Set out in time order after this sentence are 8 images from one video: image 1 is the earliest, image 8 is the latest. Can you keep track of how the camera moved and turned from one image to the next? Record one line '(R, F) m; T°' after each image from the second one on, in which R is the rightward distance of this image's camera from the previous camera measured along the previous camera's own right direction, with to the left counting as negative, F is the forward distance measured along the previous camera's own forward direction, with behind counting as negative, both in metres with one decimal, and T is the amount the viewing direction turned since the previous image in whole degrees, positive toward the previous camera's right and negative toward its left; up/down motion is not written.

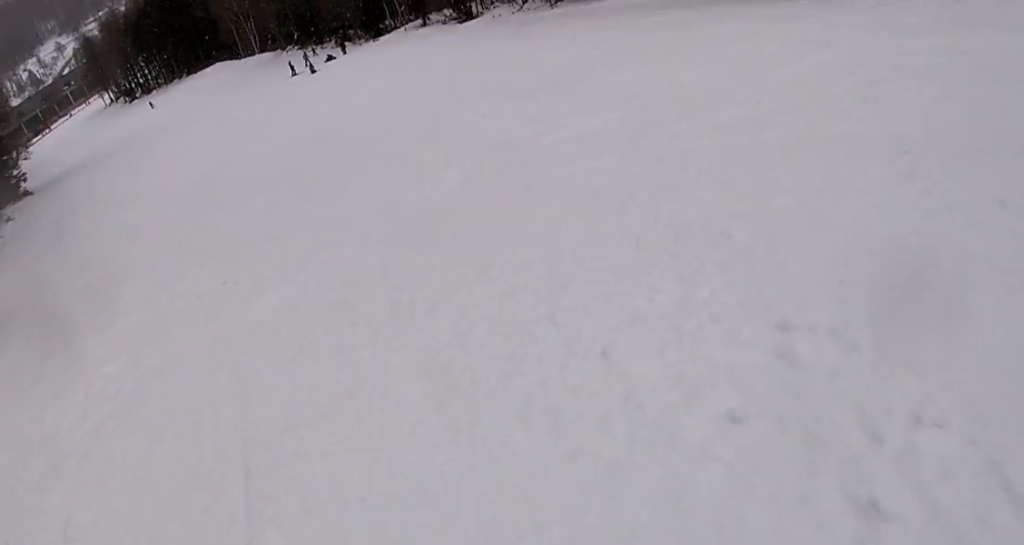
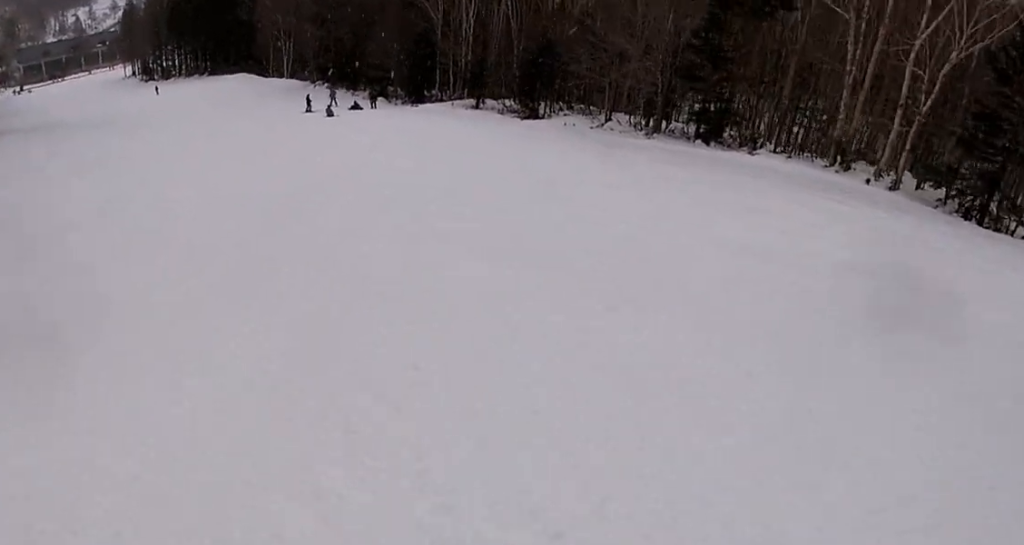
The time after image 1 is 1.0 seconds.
(+1.1, +11.2) m; -1°
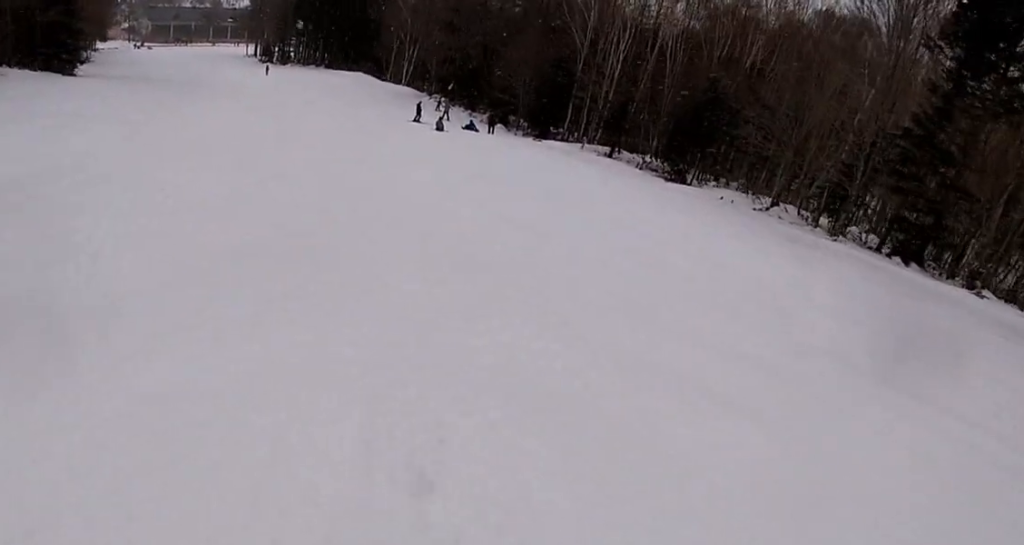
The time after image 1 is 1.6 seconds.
(-0.3, +6.8) m; -6°
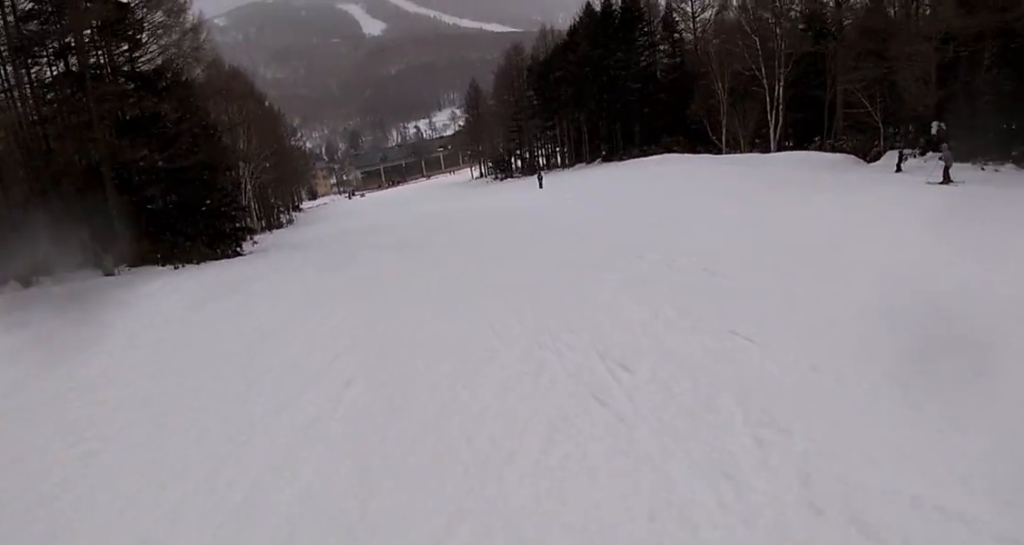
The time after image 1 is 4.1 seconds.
(-9.7, +32.5) m; -21°
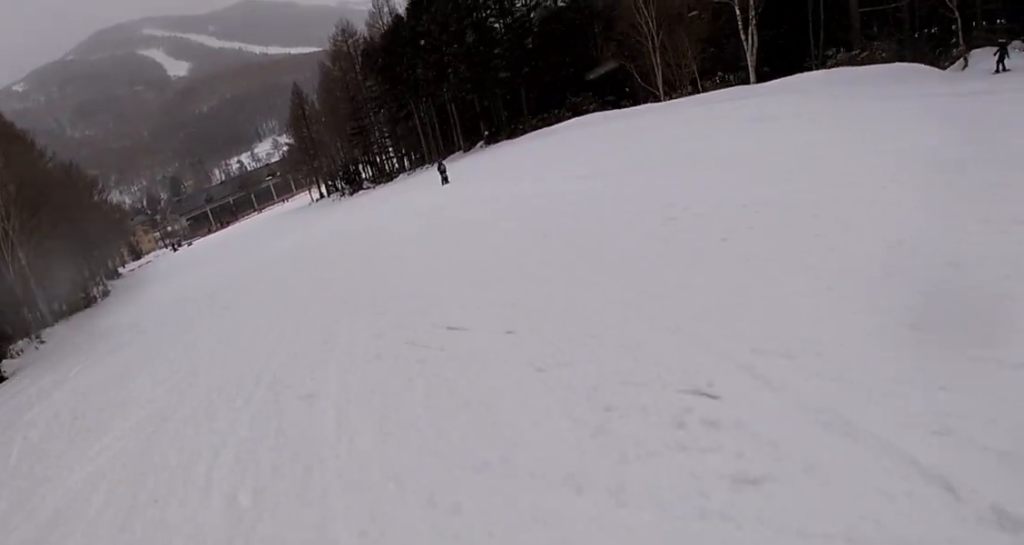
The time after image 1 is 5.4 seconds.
(+2.4, +17.0) m; +17°
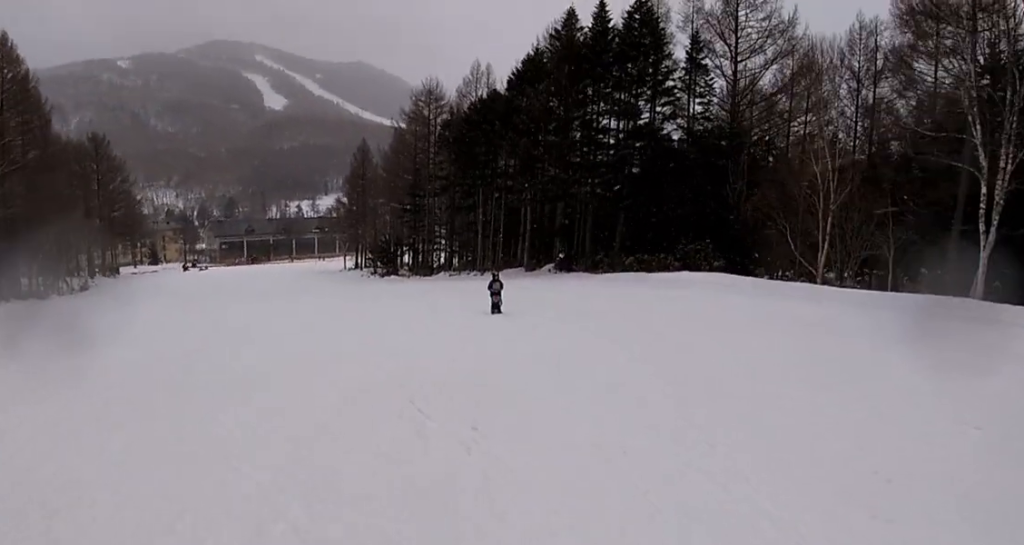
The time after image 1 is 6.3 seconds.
(+1.7, +12.7) m; +2°
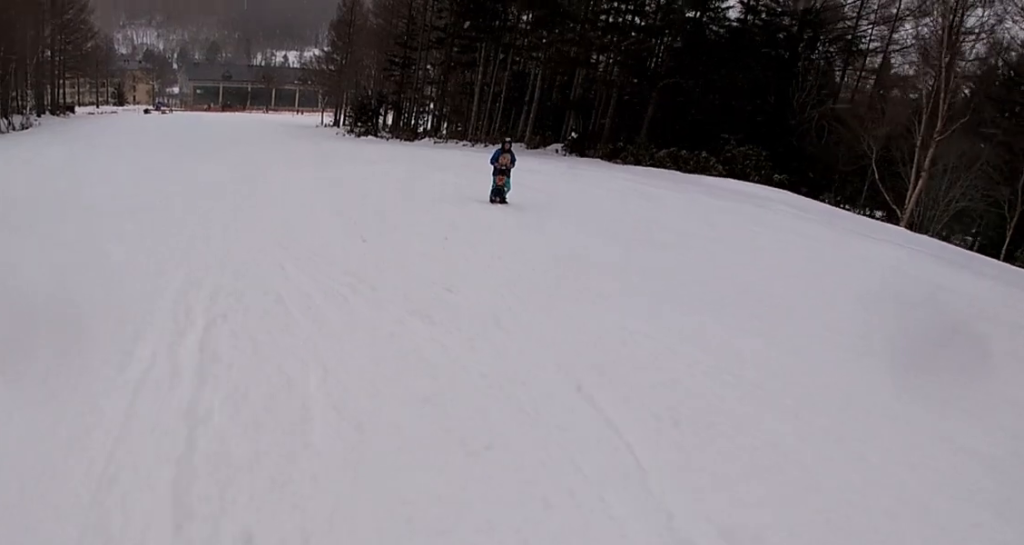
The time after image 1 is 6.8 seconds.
(-0.6, +6.6) m; -7°
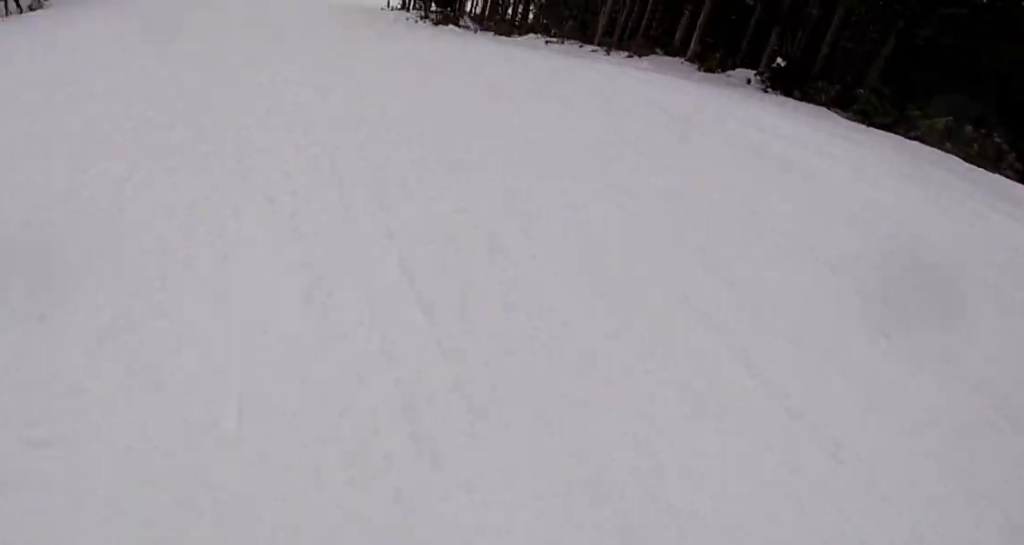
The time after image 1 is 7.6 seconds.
(-1.1, +11.0) m; -13°
